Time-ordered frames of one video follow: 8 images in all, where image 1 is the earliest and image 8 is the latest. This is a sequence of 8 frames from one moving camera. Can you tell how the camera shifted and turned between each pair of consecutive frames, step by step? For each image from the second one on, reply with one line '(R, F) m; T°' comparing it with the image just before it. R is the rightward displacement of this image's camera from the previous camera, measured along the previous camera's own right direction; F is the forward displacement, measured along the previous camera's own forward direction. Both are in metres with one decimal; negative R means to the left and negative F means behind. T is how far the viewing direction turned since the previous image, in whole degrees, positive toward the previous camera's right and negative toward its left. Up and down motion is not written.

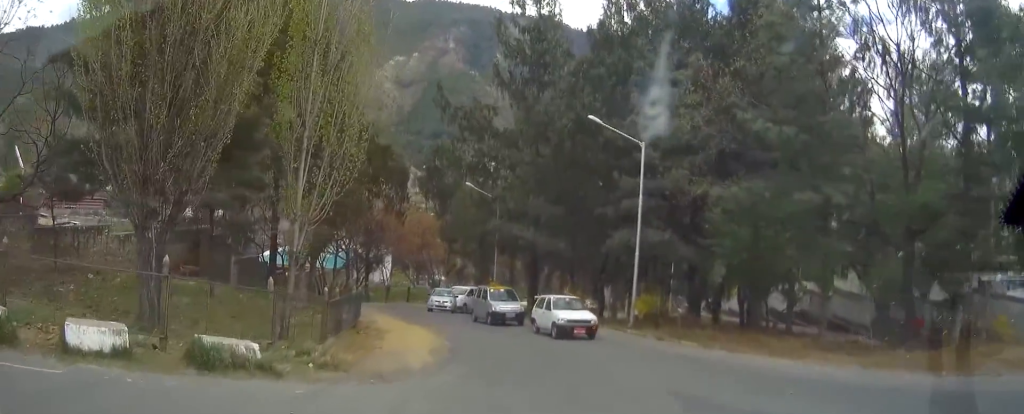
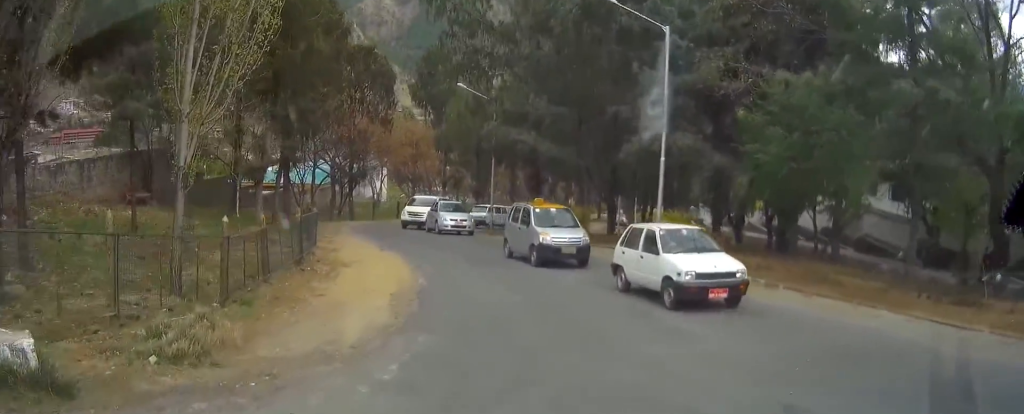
(0.0, +5.3) m; 0°
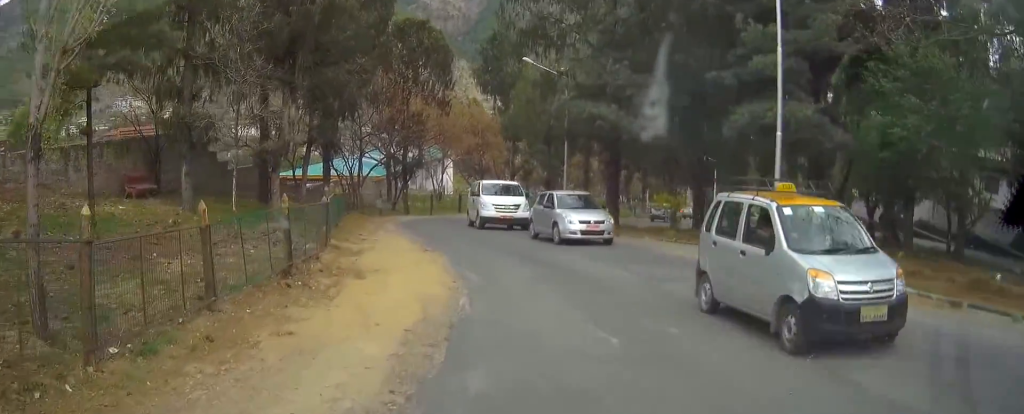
(0.0, +6.2) m; 0°
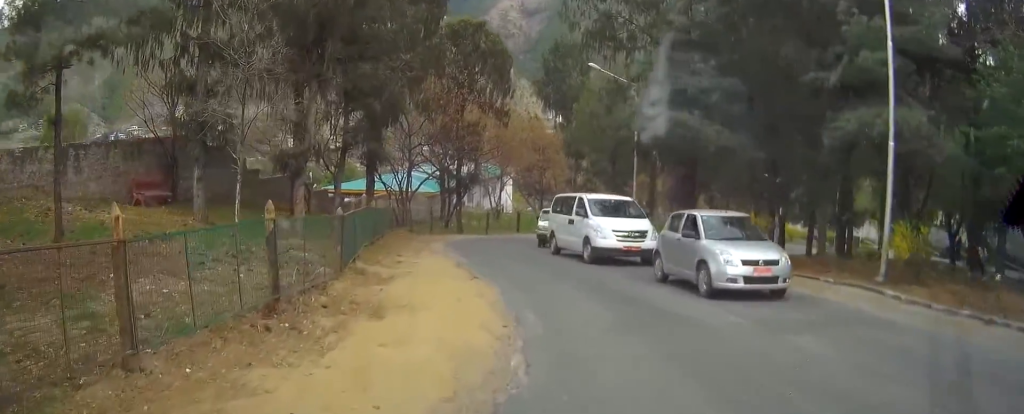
(0.0, +3.4) m; 0°
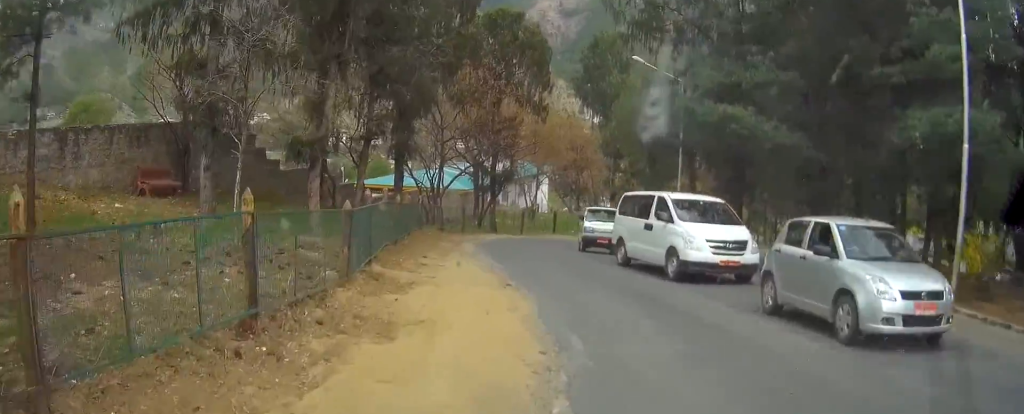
(0.0, +1.6) m; 0°
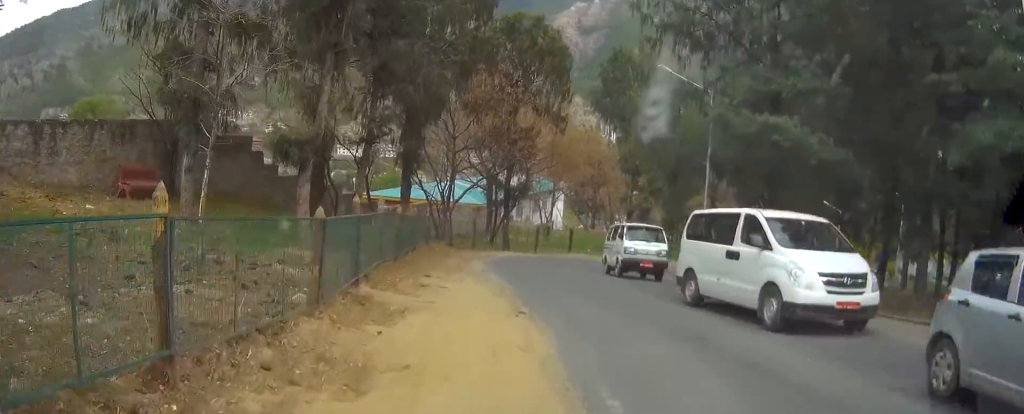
(0.0, +1.6) m; 0°
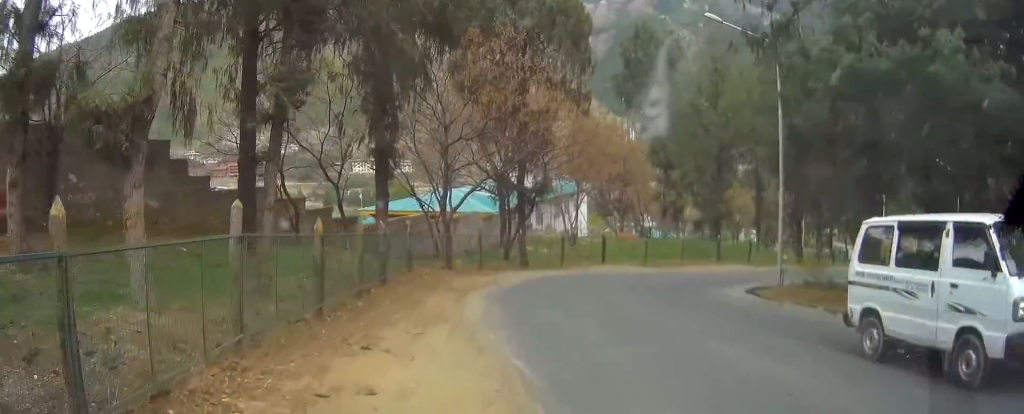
(0.0, +5.8) m; 0°
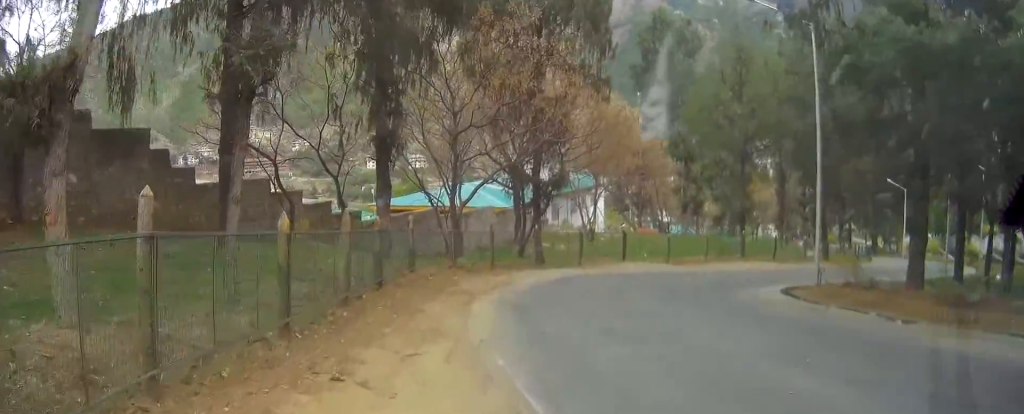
(0.0, +1.5) m; 0°
